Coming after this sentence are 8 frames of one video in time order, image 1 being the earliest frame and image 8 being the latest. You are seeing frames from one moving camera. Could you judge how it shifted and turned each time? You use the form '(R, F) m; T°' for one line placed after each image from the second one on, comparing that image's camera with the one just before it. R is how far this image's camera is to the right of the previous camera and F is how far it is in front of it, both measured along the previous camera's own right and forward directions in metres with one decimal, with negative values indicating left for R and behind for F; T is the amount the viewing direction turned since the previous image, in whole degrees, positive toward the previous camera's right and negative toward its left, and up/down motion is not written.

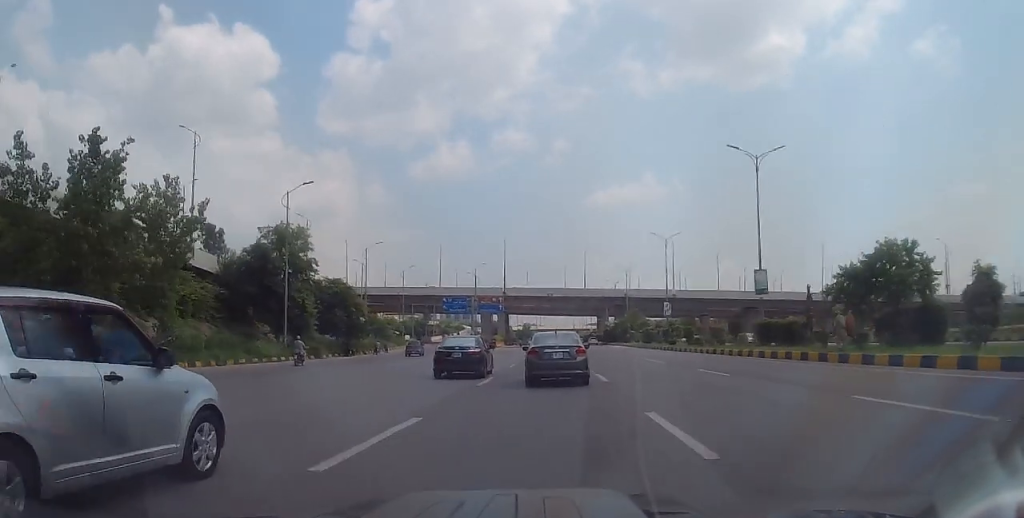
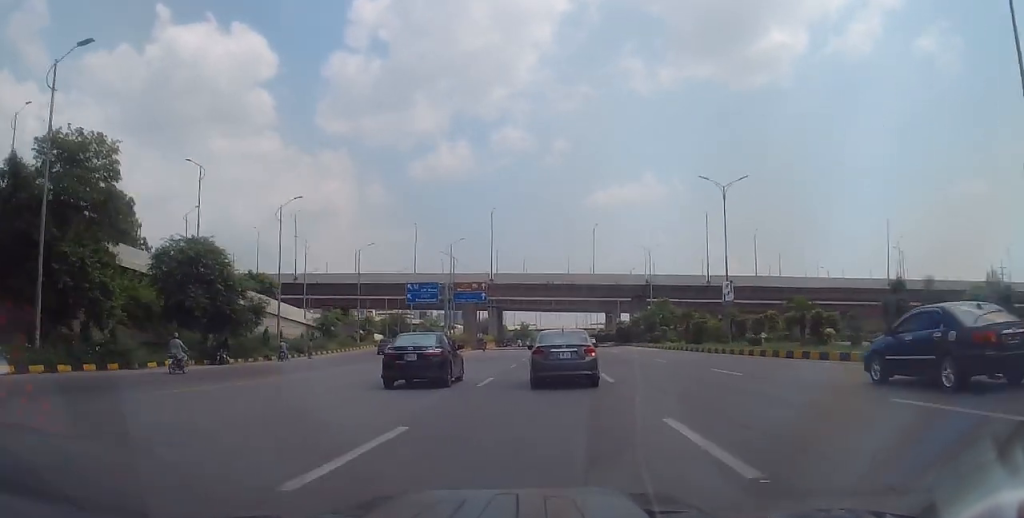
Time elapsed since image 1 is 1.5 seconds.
(0.0, +25.8) m; +1°
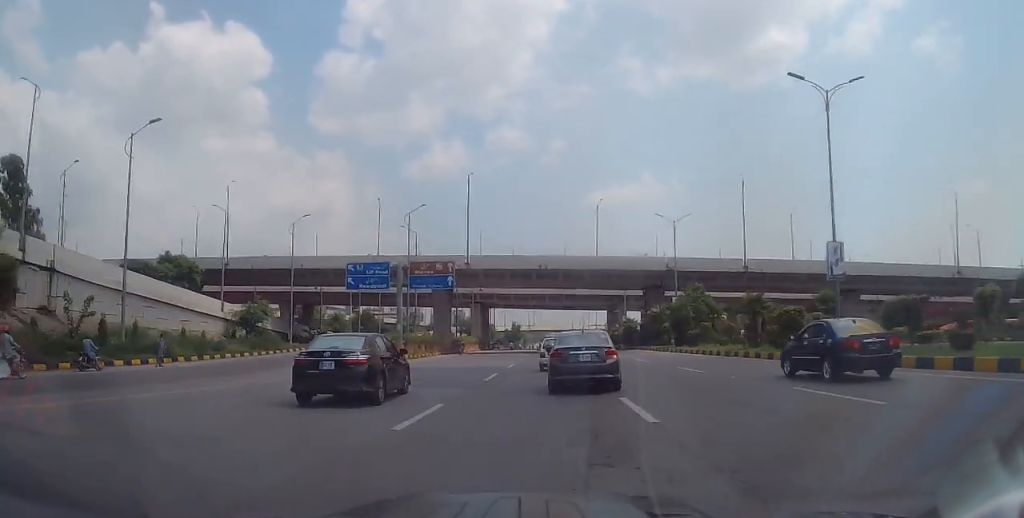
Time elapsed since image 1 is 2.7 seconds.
(+0.1, +20.5) m; 0°
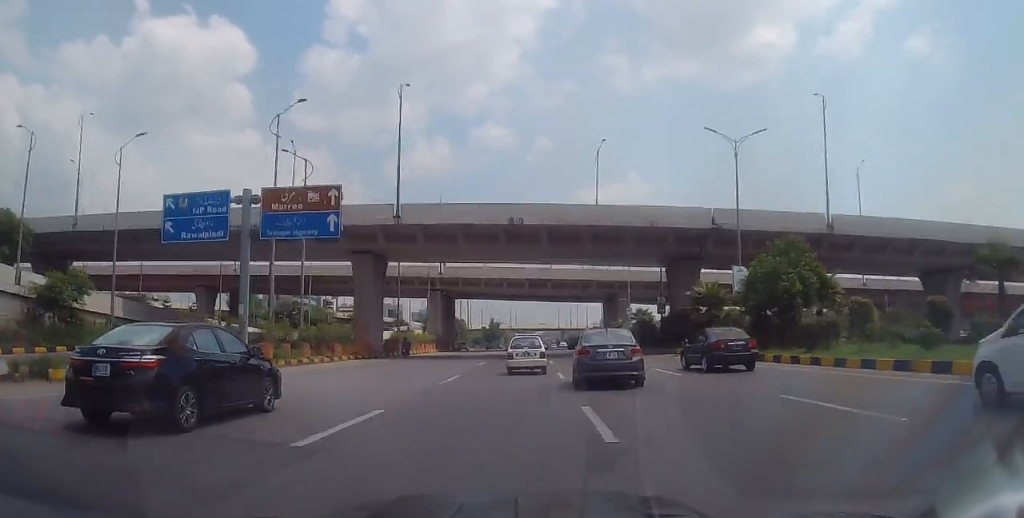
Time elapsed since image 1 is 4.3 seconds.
(-0.3, +26.3) m; -1°
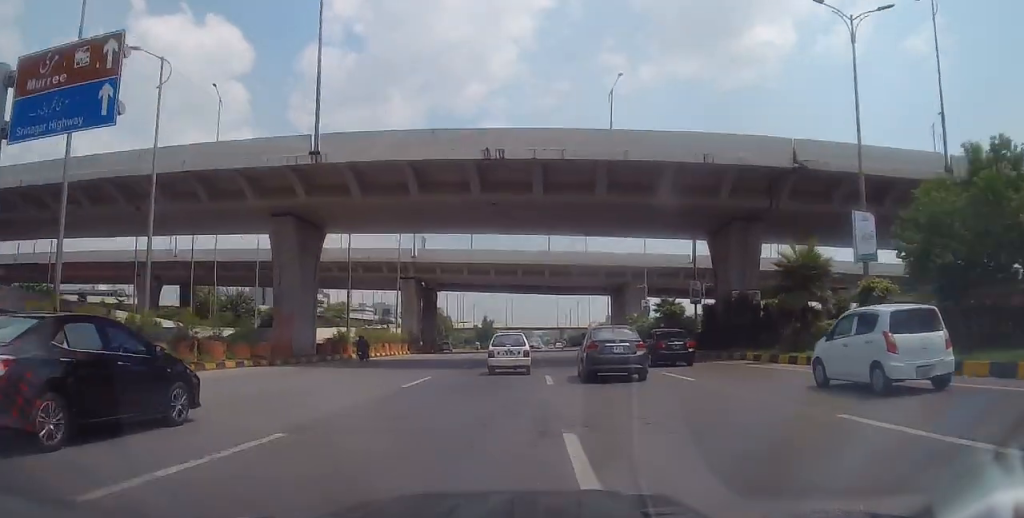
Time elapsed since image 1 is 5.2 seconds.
(0.0, +15.8) m; 0°
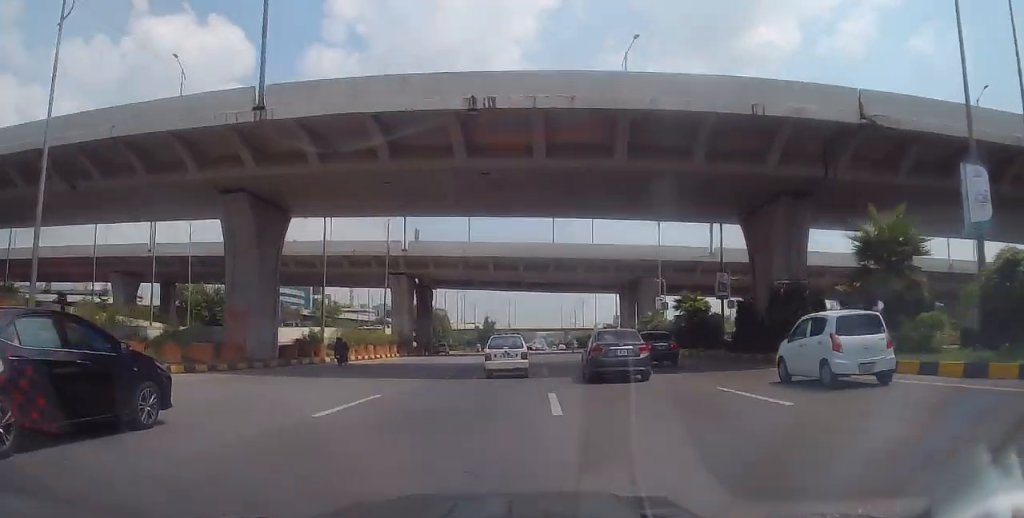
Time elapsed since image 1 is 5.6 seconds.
(0.0, +6.4) m; 0°
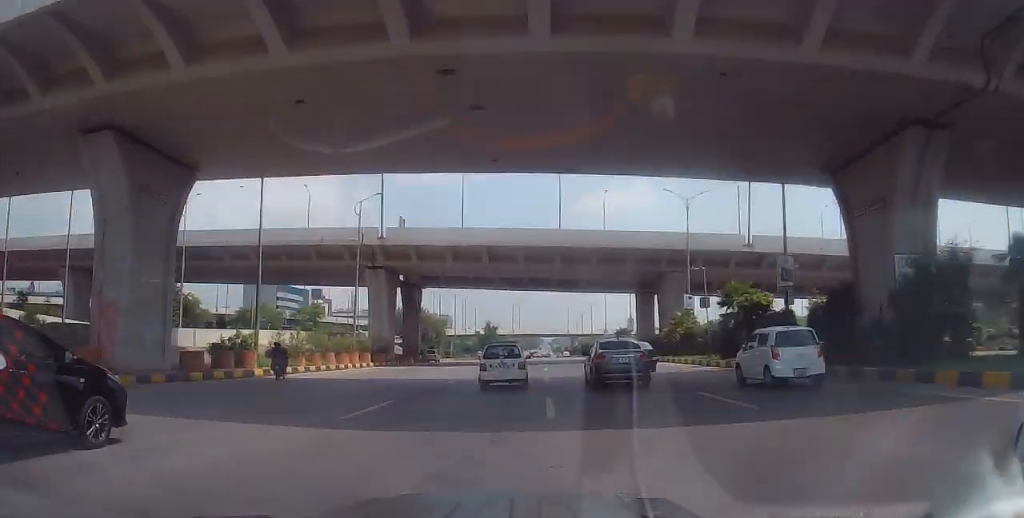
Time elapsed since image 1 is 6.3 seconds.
(0.0, +10.6) m; 0°
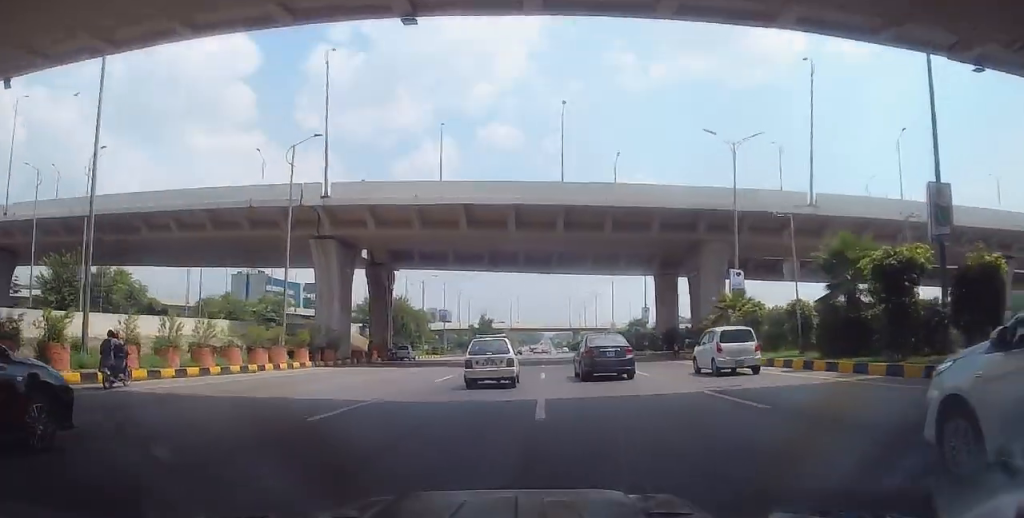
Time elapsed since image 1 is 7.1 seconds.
(0.0, +13.3) m; 0°
